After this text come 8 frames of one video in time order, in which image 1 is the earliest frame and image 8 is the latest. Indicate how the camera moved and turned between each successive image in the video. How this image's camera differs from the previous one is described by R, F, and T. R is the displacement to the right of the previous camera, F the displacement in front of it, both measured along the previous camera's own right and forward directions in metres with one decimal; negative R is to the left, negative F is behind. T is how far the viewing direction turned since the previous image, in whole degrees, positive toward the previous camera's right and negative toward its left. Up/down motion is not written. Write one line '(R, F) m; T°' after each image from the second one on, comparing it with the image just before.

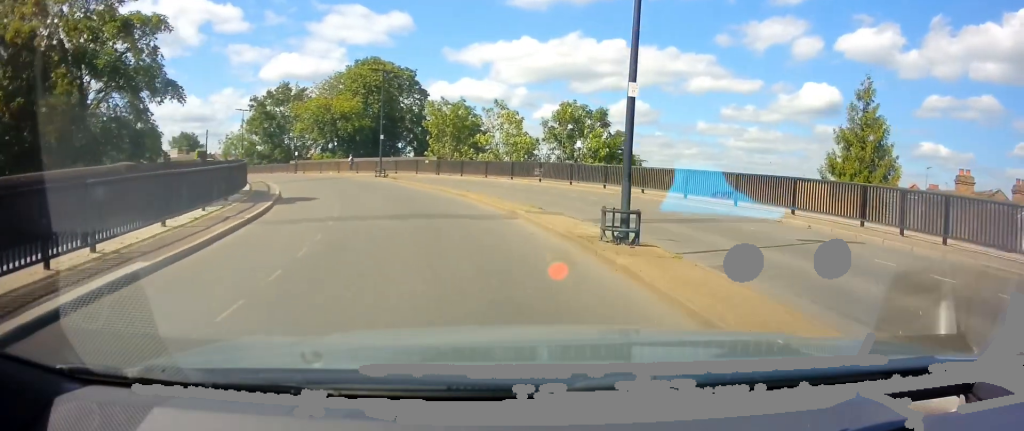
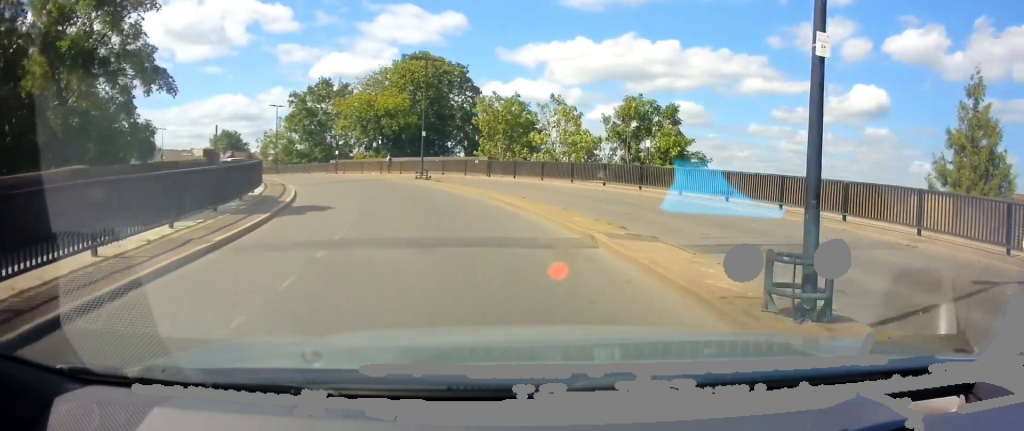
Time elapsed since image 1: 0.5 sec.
(-0.4, +3.7) m; -4°
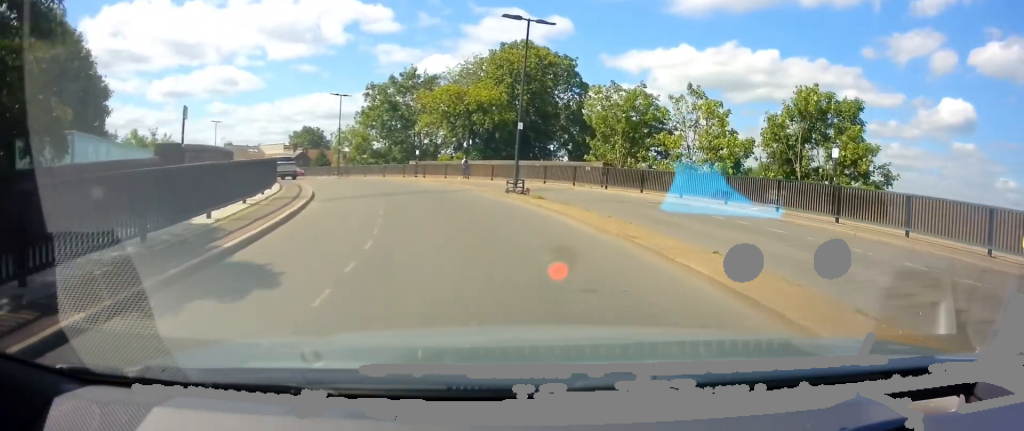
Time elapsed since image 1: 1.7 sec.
(-0.6, +8.9) m; -7°
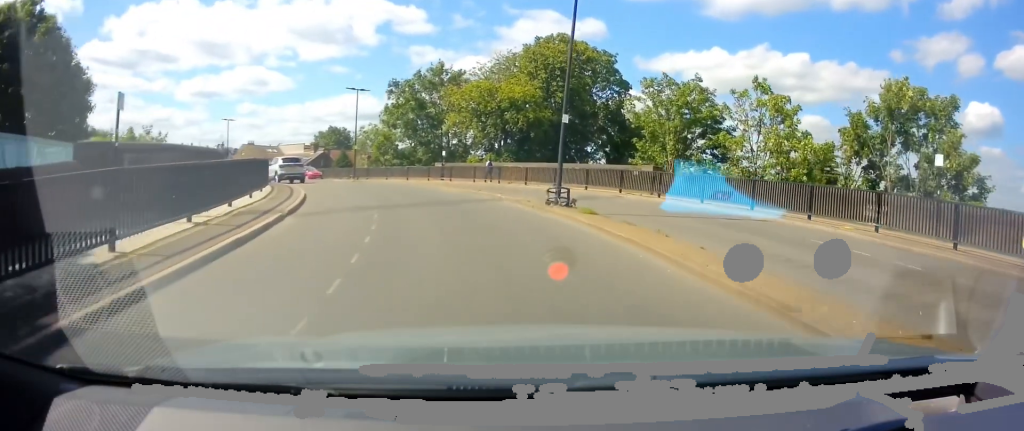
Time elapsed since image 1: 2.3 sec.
(-0.1, +4.3) m; -4°
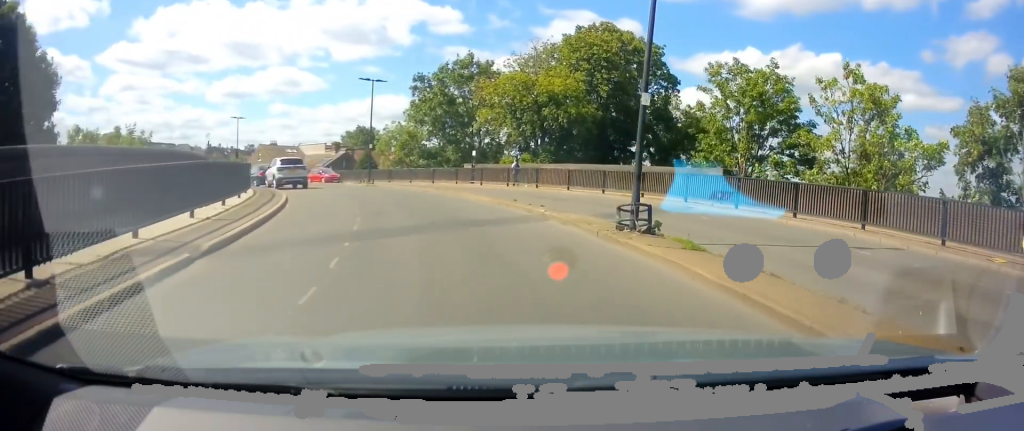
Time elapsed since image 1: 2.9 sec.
(-0.2, +5.1) m; -6°
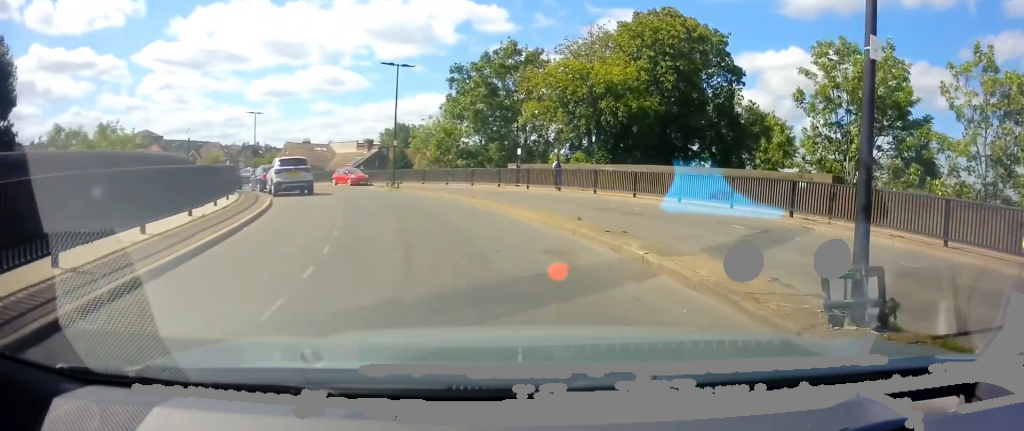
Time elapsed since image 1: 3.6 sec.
(-0.4, +5.3) m; -5°
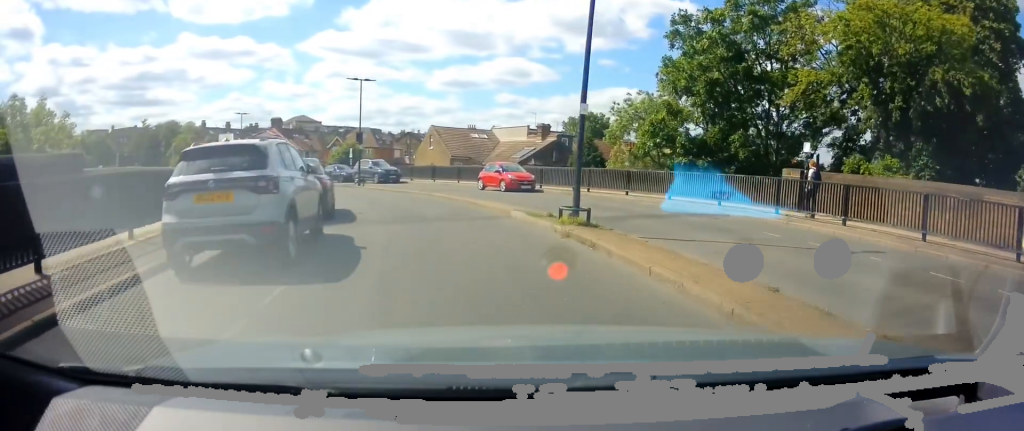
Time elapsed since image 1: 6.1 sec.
(-2.7, +17.2) m; -18°
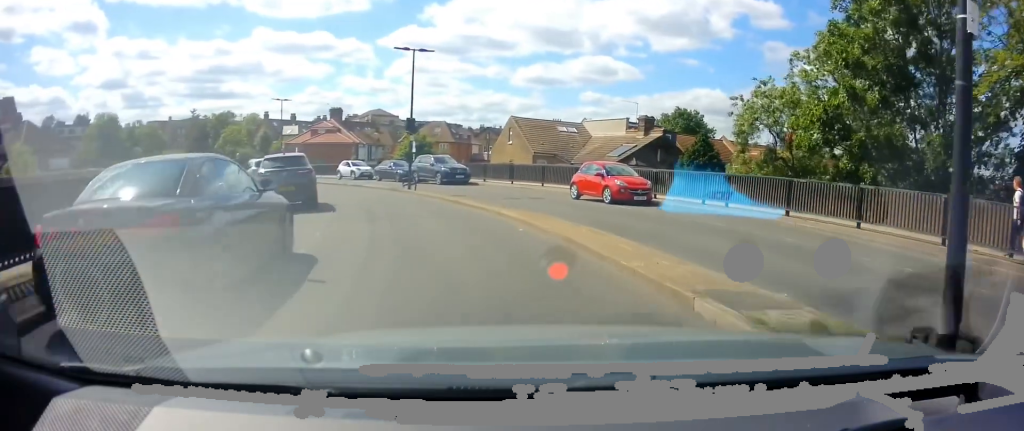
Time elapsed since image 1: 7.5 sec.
(-0.4, +8.6) m; -7°
